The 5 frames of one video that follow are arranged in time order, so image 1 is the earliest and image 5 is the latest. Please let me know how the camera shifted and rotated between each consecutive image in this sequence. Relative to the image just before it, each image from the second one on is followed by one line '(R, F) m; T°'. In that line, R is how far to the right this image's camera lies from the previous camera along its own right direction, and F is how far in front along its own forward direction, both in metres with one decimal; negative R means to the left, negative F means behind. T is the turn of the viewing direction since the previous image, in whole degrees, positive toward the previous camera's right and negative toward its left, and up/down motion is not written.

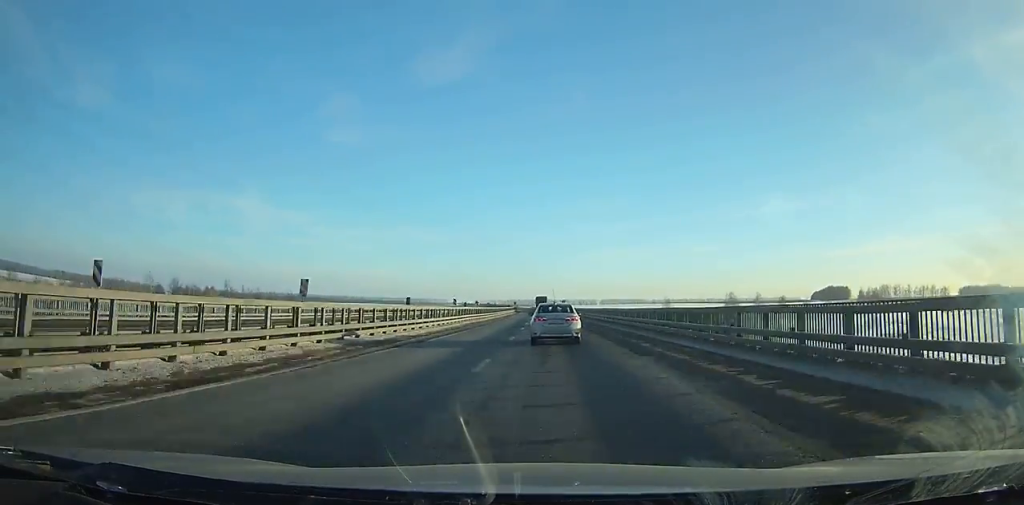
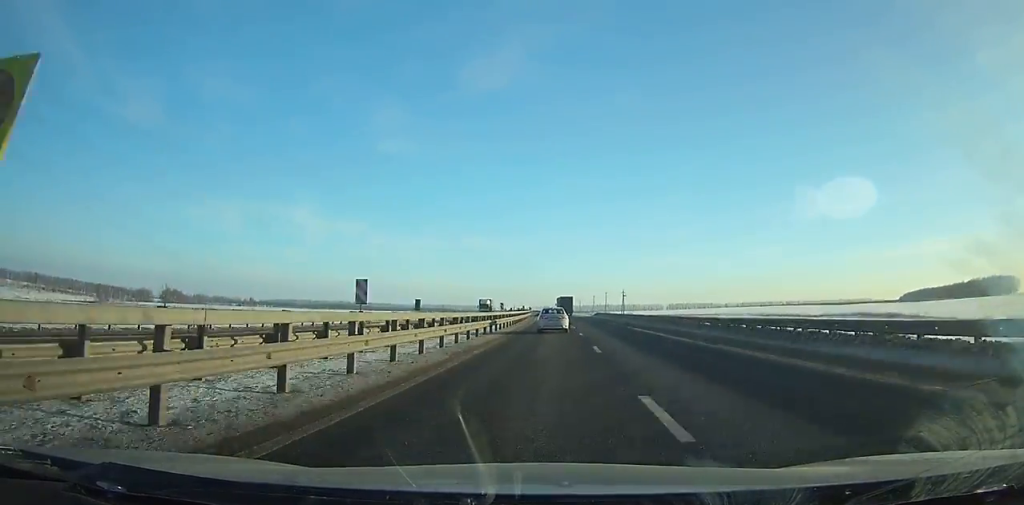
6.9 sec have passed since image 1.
(-9.8, +187.1) m; -5°
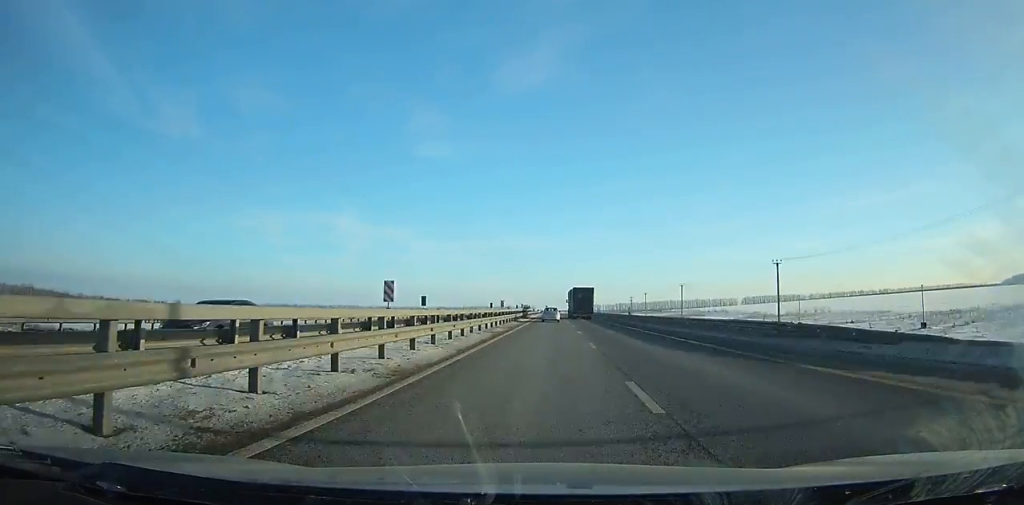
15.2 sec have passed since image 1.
(-8.5, +238.0) m; -4°
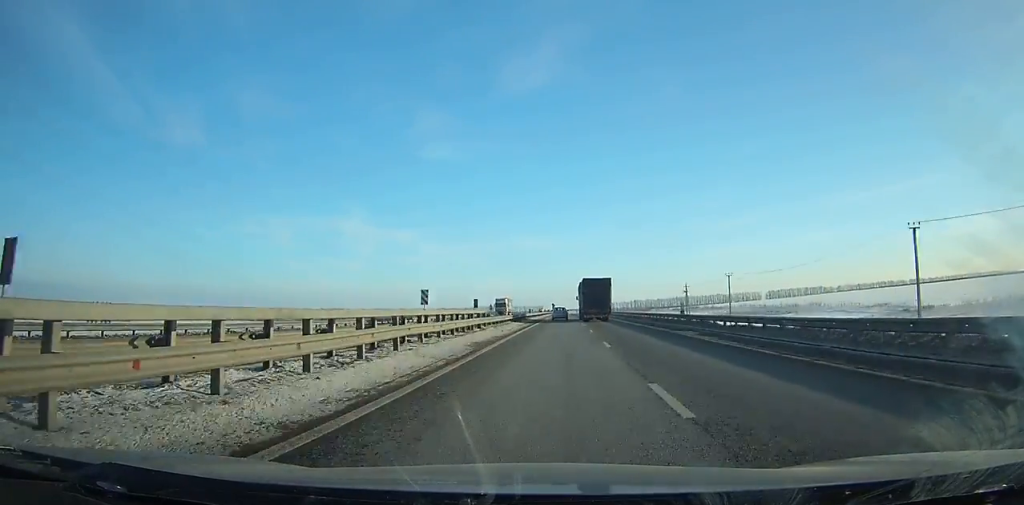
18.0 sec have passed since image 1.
(-0.7, +84.4) m; 0°
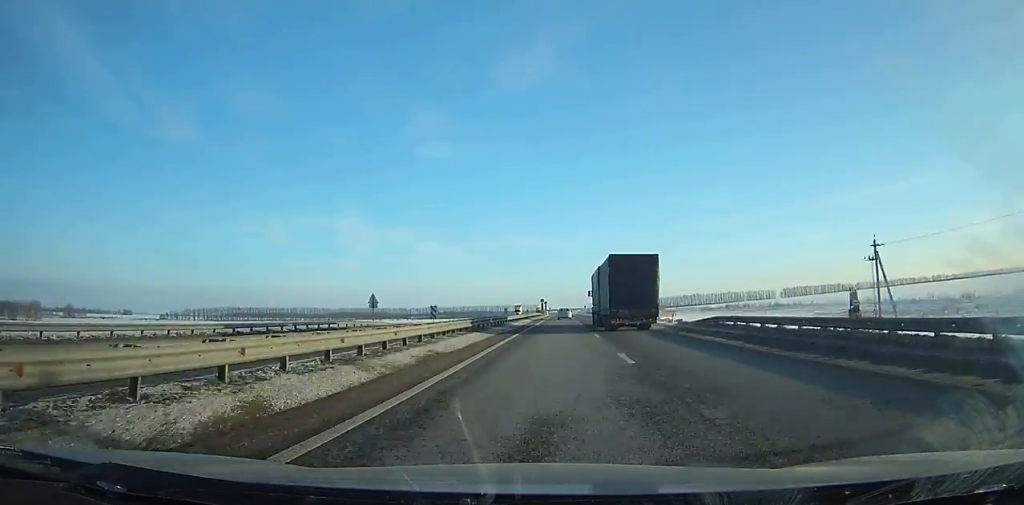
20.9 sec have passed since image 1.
(-0.1, +89.3) m; 0°
